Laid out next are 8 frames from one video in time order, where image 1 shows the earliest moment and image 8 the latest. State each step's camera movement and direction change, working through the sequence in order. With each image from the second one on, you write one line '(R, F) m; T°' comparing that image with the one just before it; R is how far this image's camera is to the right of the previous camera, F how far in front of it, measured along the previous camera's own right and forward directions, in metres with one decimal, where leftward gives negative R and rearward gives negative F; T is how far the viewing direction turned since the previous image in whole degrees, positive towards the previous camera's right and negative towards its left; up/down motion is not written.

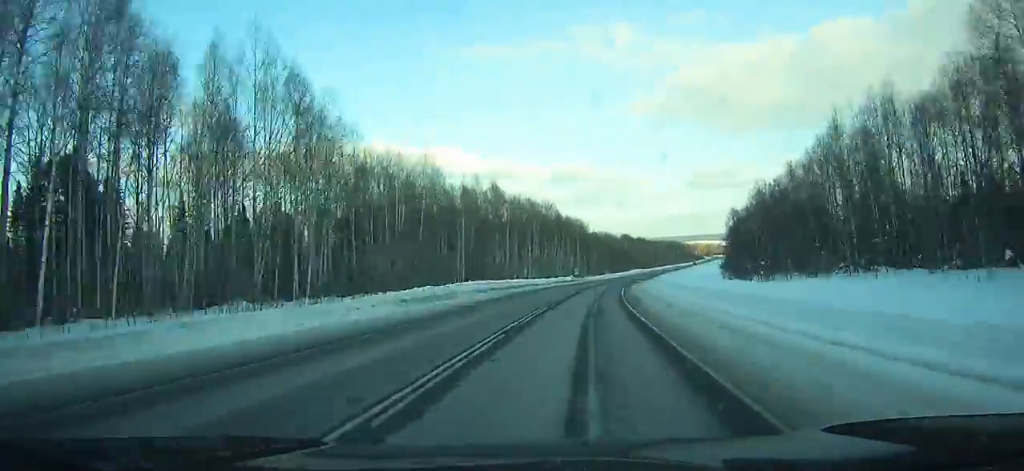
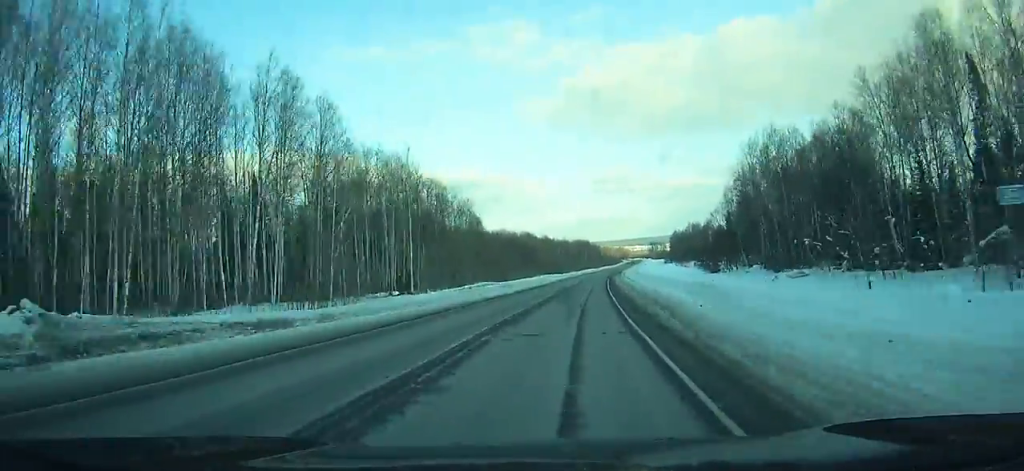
(+8.3, +110.4) m; +9°
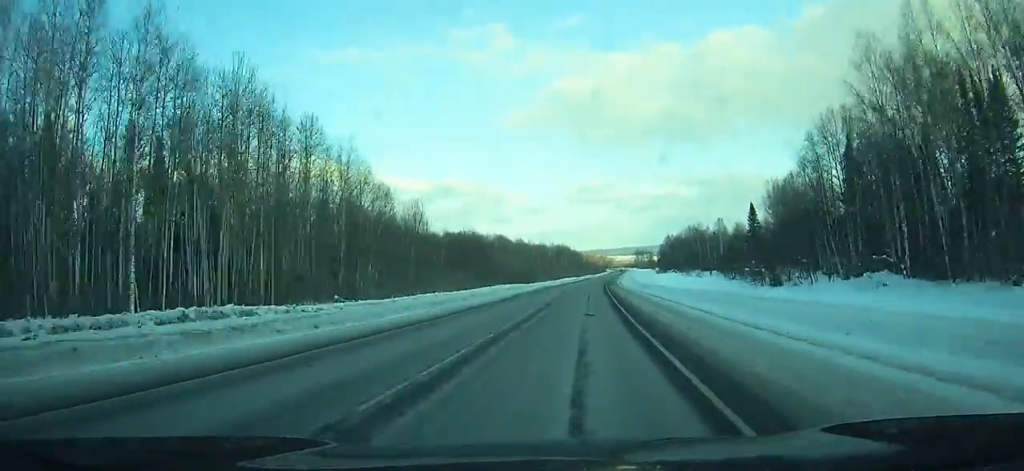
(+2.0, +51.5) m; +2°
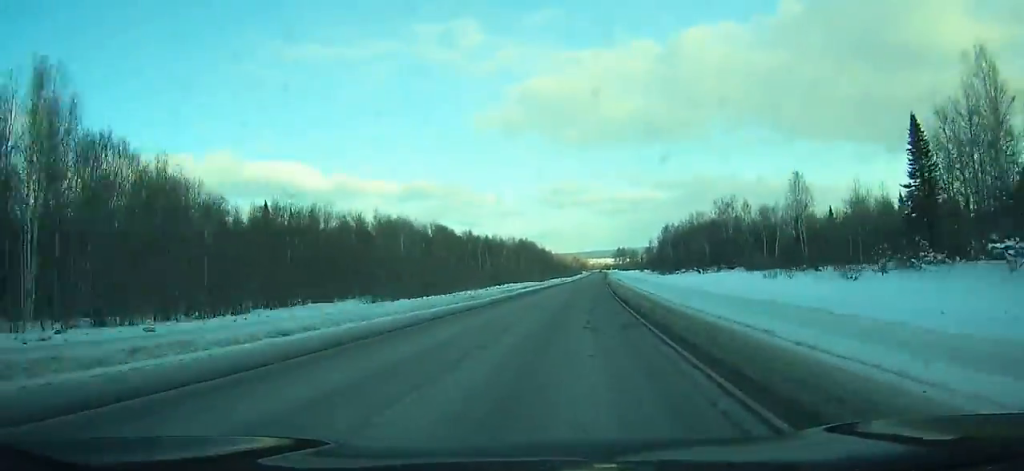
(+2.4, +92.9) m; +3°
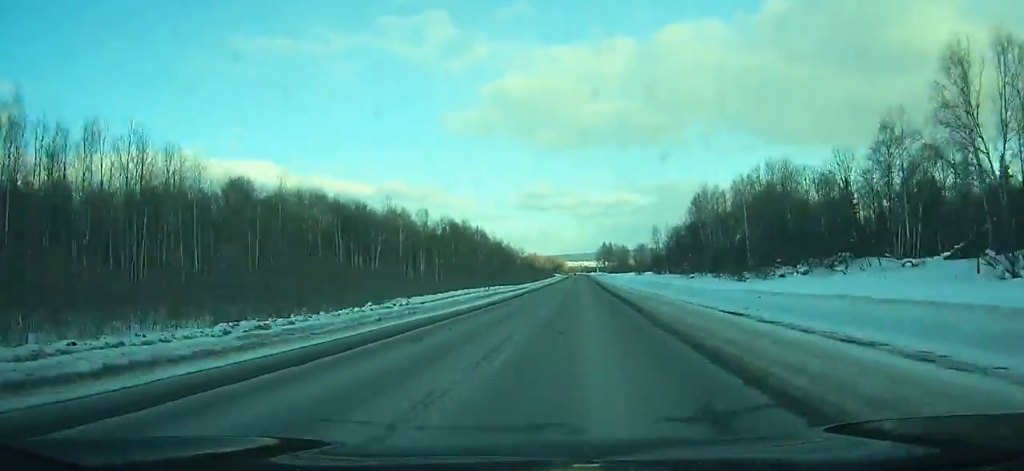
(+2.1, +116.7) m; +1°
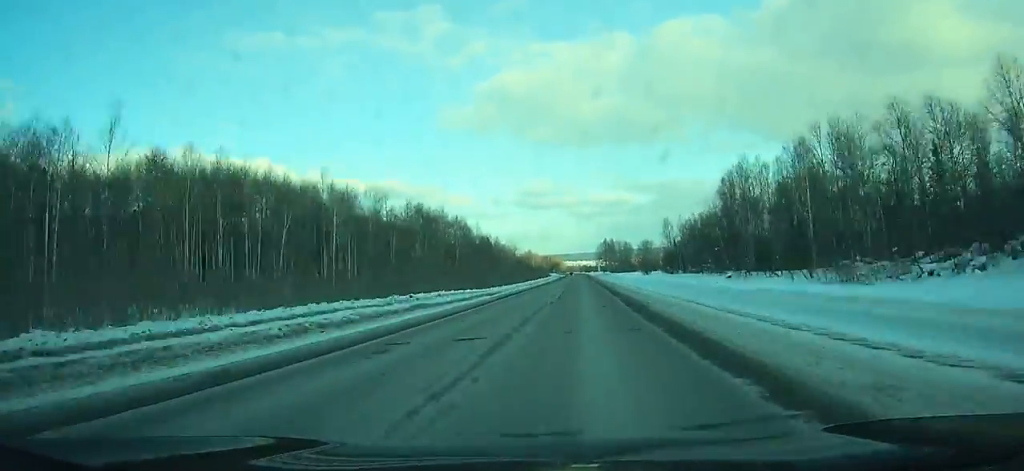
(+0.1, +35.1) m; 0°
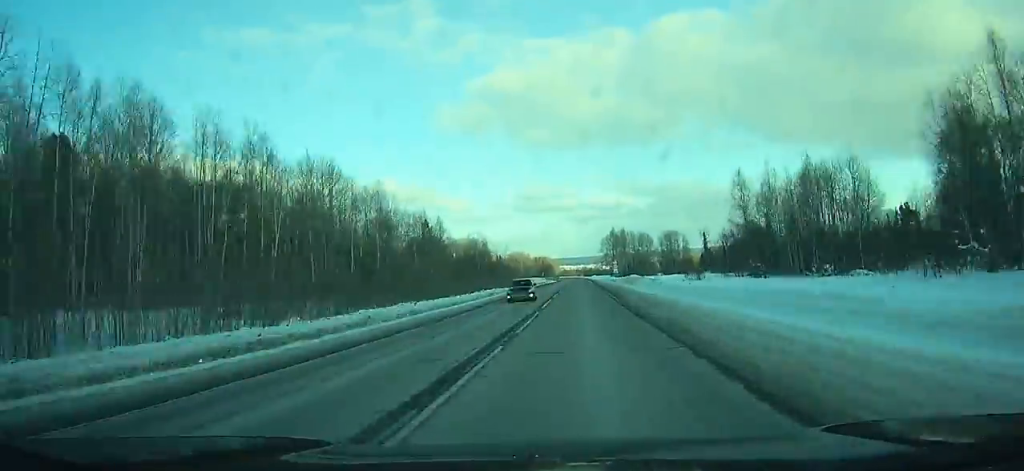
(-0.1, +100.6) m; 0°
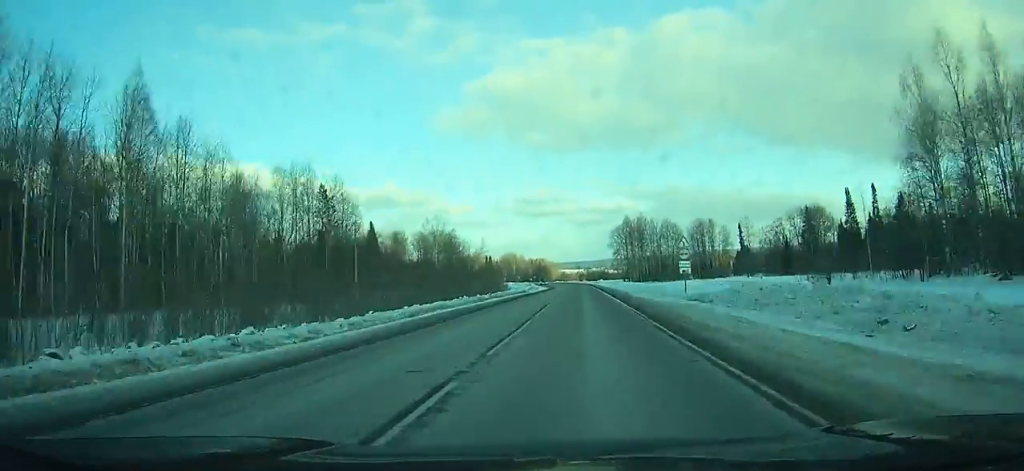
(-0.4, +63.3) m; 0°
